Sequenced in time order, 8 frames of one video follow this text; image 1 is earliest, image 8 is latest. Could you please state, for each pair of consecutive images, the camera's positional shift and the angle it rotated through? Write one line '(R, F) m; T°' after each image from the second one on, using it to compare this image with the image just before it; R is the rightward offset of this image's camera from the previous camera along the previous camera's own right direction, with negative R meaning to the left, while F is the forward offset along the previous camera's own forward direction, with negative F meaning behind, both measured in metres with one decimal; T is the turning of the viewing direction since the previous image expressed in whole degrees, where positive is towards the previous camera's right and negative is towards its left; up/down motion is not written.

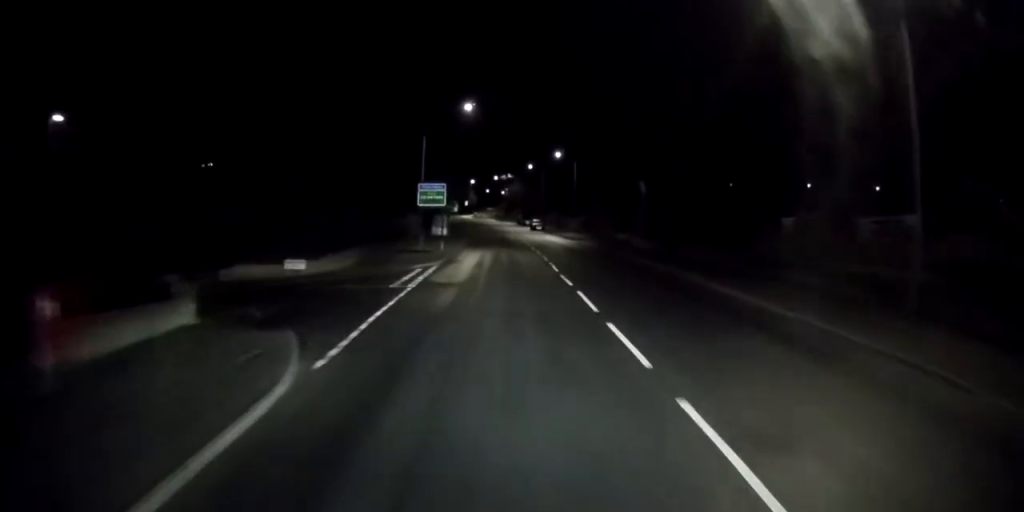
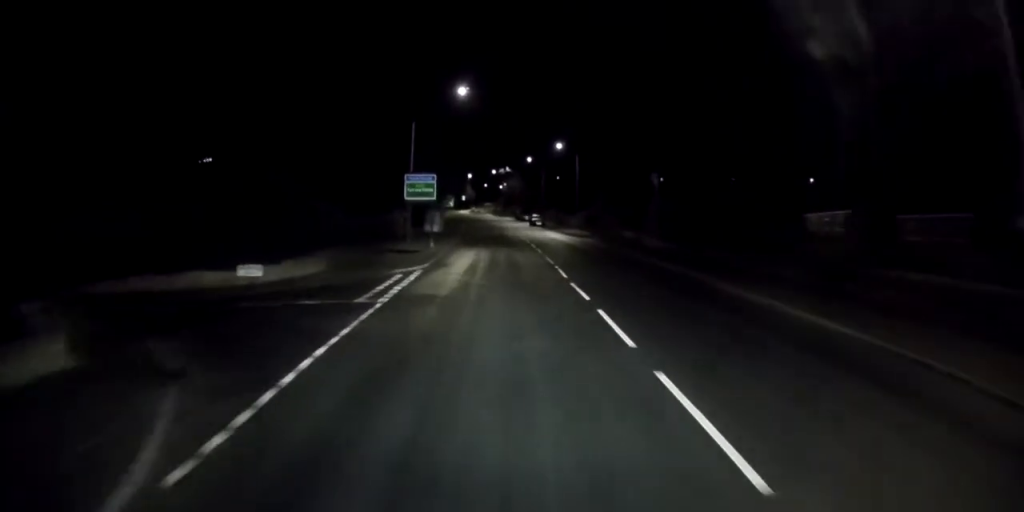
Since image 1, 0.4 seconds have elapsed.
(0.0, +4.9) m; 0°
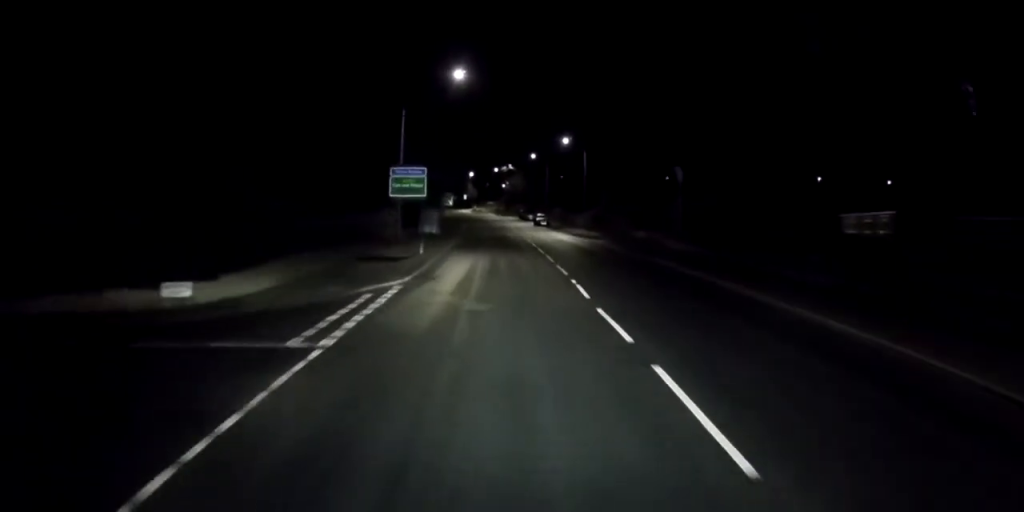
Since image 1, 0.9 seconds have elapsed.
(0.0, +5.7) m; 0°
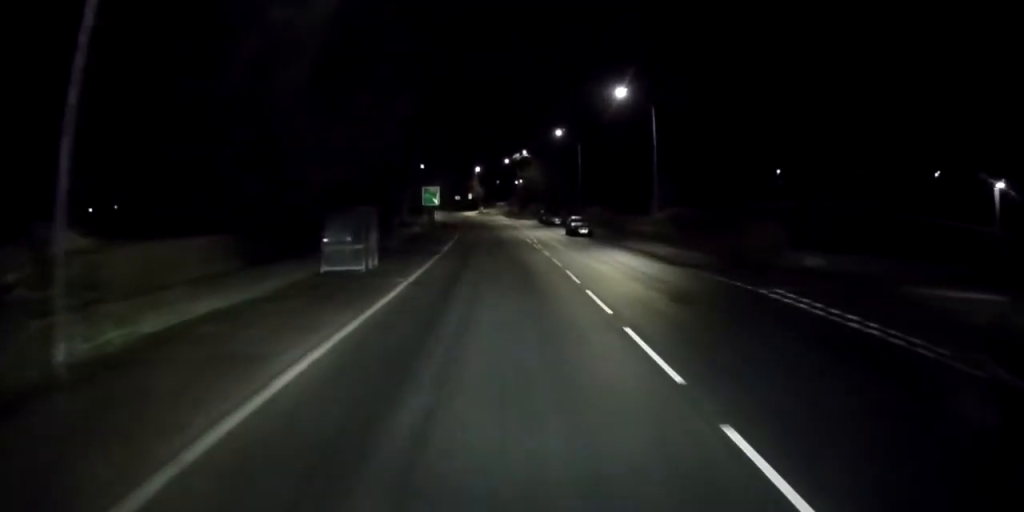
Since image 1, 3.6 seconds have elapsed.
(-0.4, +32.9) m; -1°
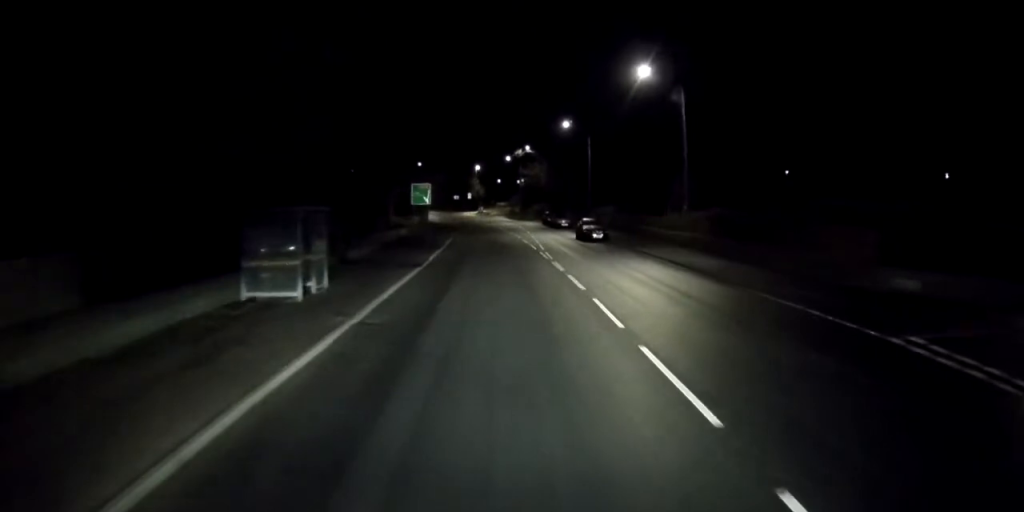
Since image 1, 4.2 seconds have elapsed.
(0.0, +7.7) m; 0°
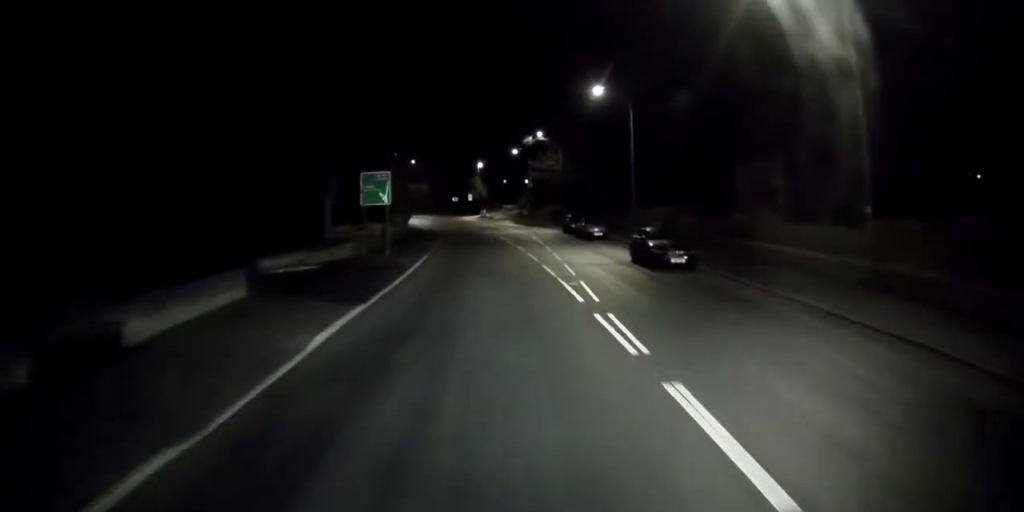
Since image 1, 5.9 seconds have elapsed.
(0.0, +20.2) m; -1°
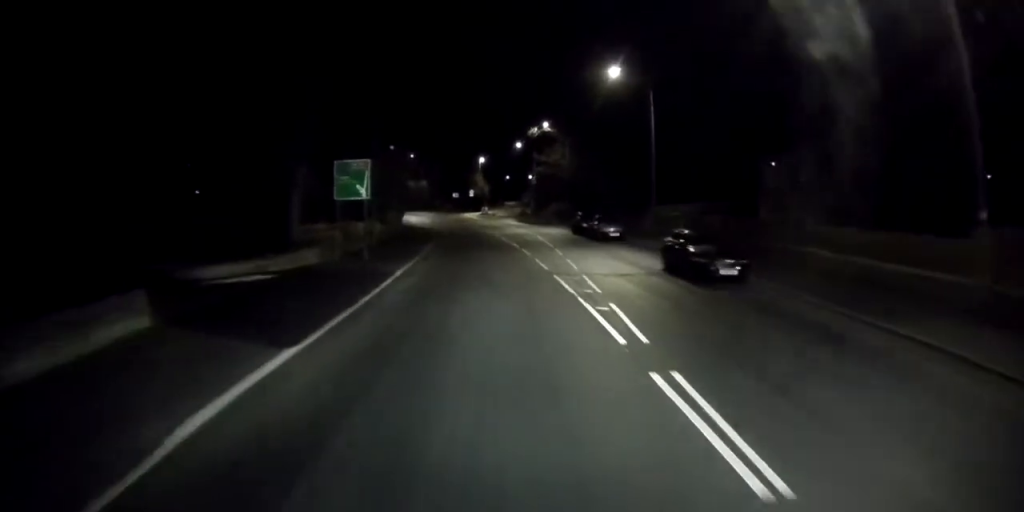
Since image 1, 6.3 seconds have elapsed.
(-0.1, +5.6) m; 0°
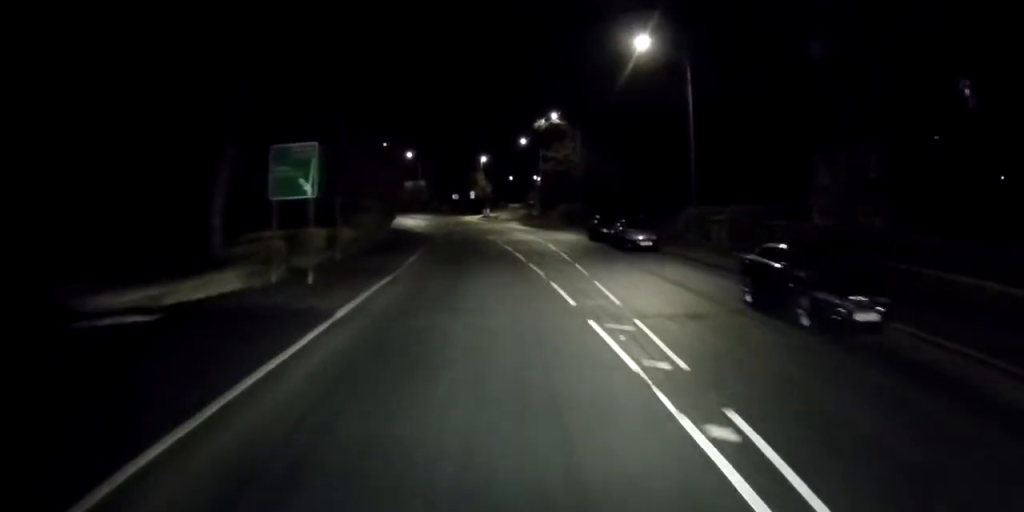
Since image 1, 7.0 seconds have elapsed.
(-0.1, +8.1) m; -1°
